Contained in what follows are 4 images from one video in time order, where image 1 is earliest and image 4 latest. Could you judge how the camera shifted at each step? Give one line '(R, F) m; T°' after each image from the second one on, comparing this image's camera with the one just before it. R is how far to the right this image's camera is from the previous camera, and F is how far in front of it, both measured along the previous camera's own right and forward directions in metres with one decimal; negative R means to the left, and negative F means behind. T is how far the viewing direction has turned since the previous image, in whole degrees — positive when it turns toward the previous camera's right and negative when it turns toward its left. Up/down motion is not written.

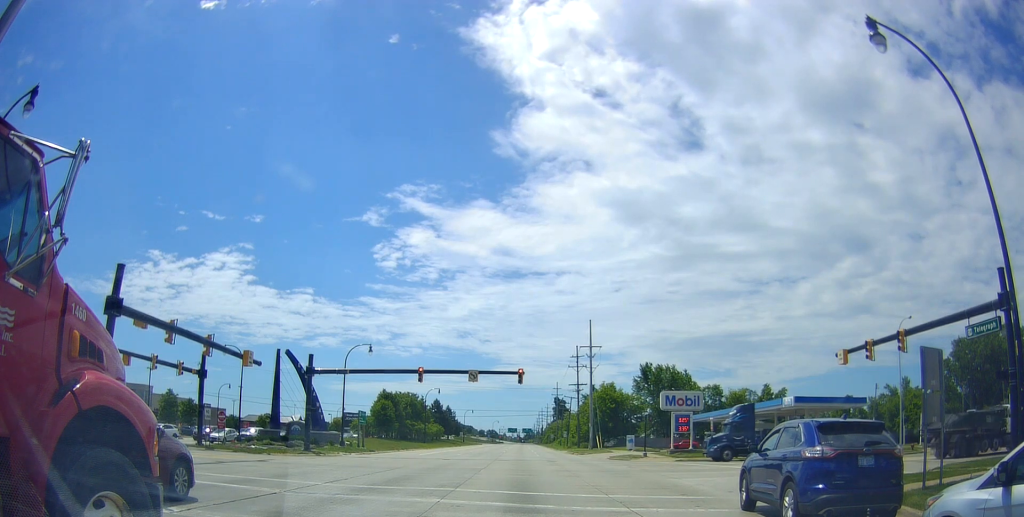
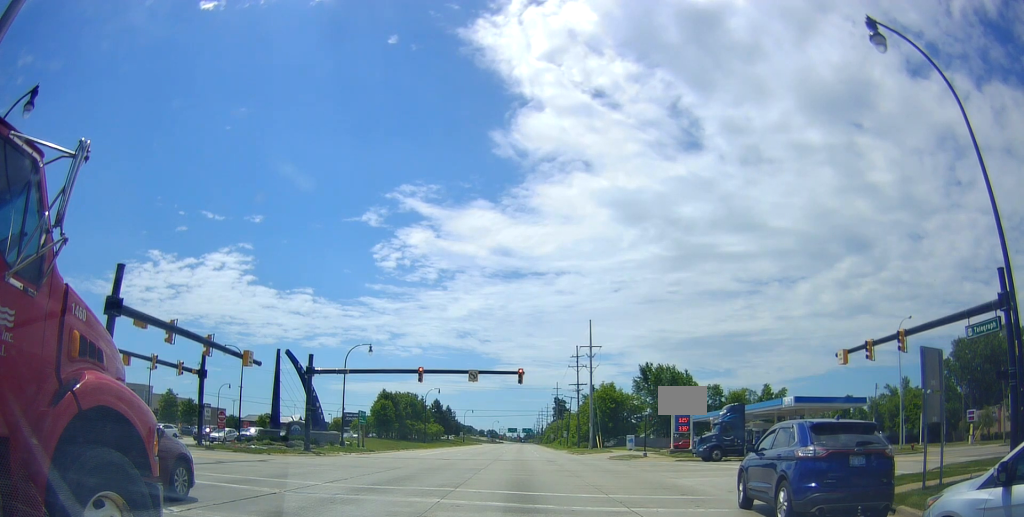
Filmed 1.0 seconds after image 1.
(0.0, 0.0) m; 0°
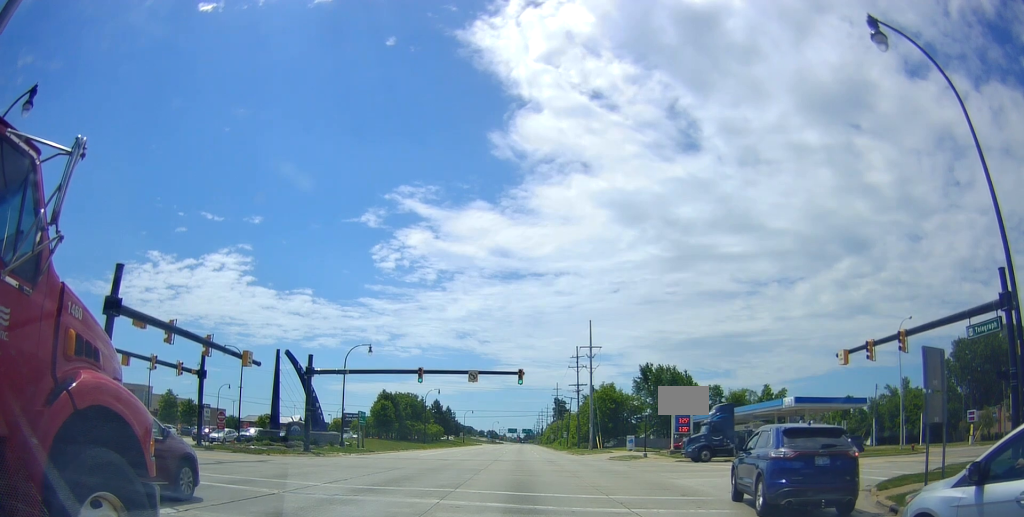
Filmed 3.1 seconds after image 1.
(+0.2, +0.5) m; 0°
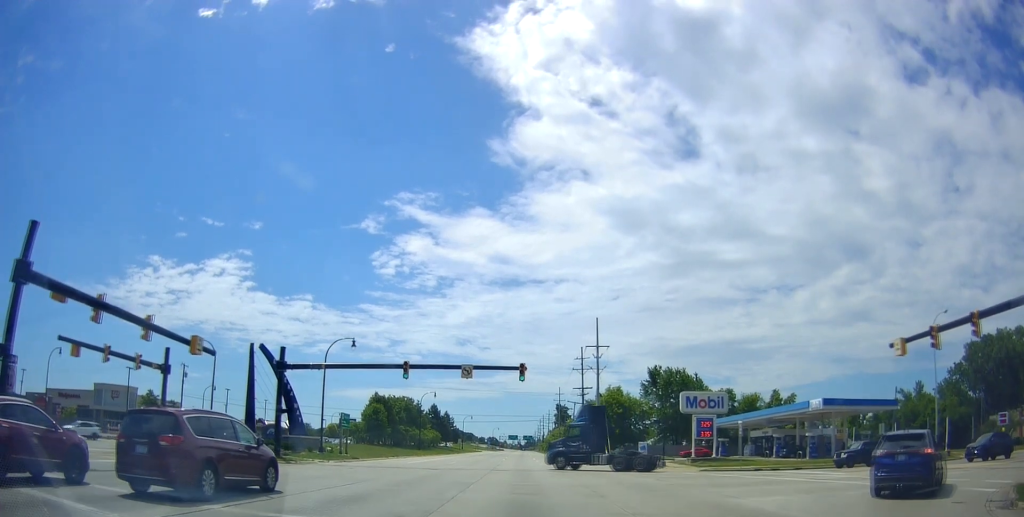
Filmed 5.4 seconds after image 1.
(+0.4, +2.5) m; +1°
